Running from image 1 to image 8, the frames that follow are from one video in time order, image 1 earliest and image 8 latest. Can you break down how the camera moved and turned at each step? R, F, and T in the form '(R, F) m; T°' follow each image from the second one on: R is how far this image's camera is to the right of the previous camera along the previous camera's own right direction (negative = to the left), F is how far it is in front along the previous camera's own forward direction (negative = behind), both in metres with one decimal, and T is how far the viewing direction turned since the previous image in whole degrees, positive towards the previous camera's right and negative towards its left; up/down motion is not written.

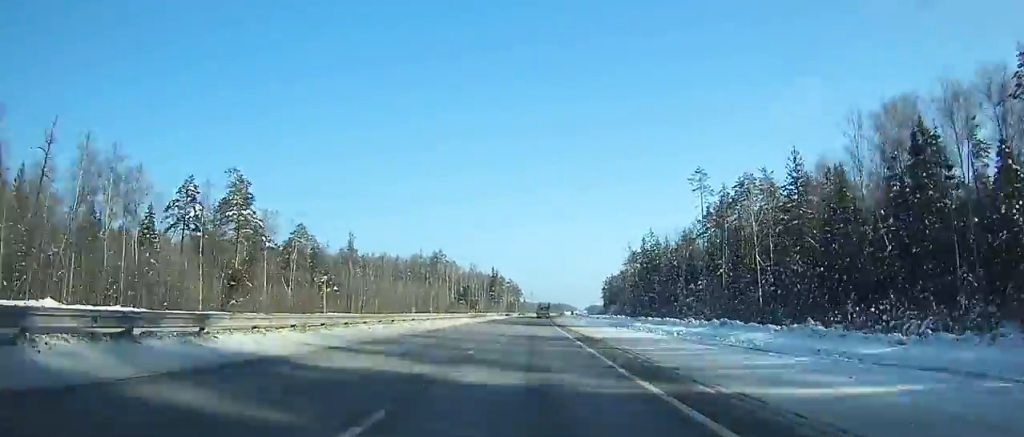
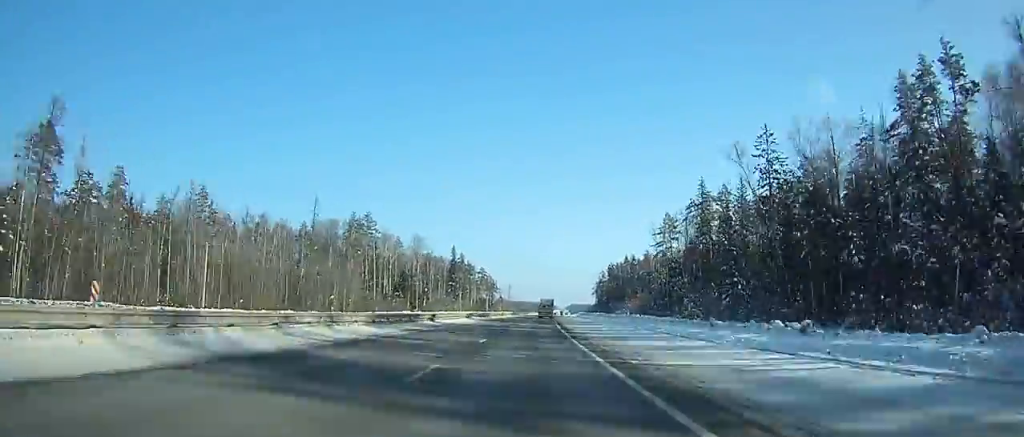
(+1.3, +103.0) m; +2°
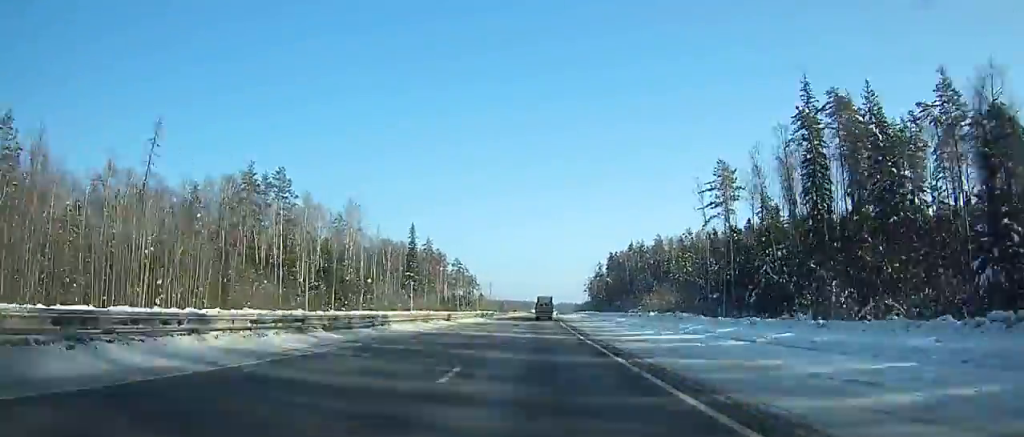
(+0.6, +60.3) m; +1°
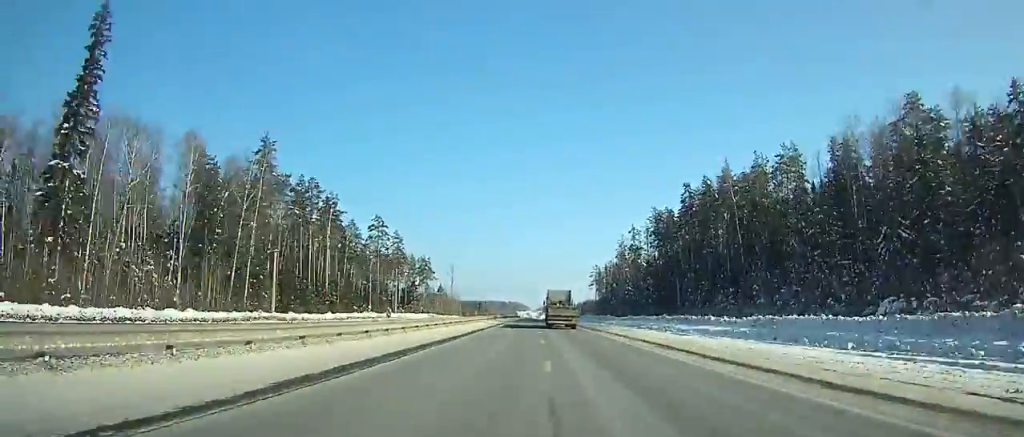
(+2.8, +141.5) m; +2°
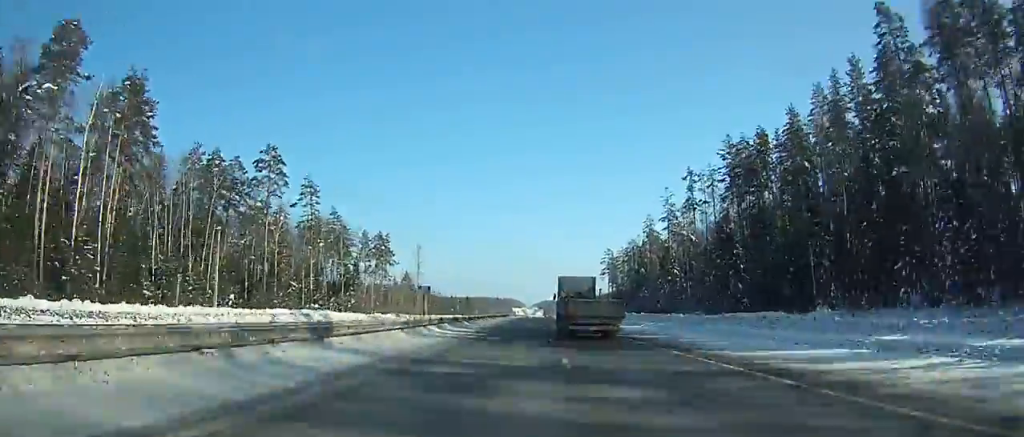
(+0.3, +72.8) m; 0°
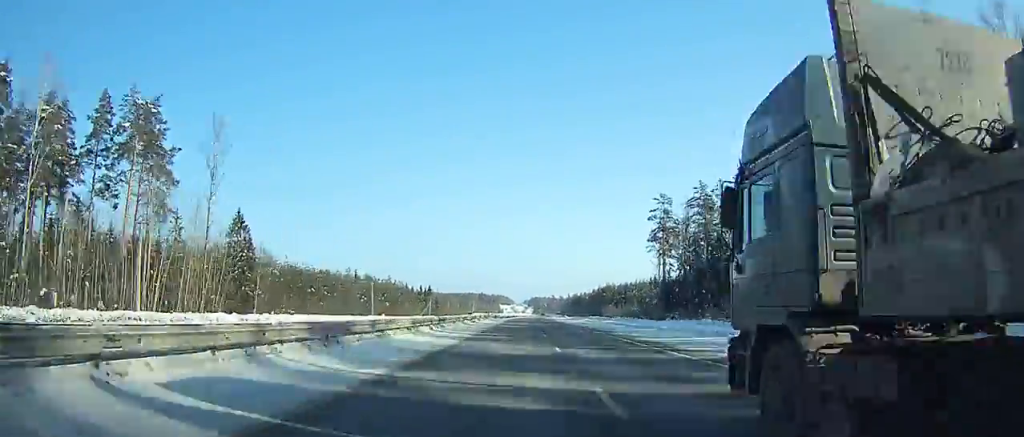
(+1.0, +125.1) m; +1°
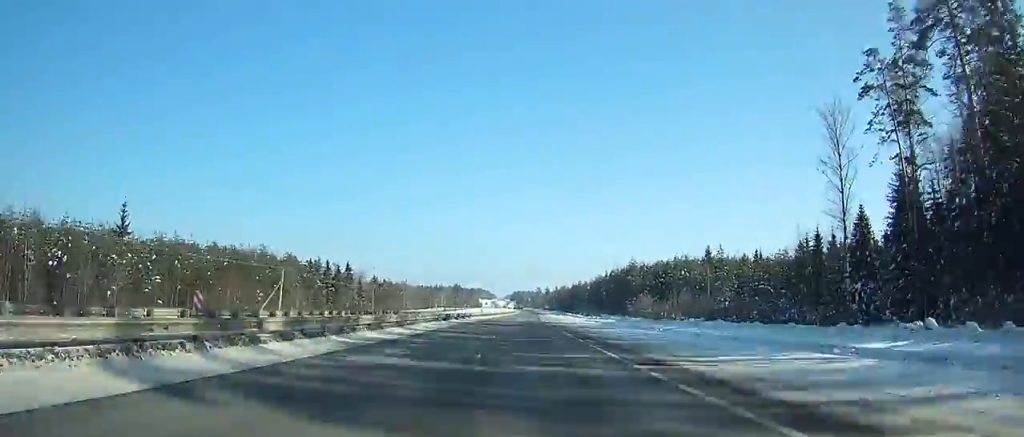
(+1.3, +113.1) m; +1°
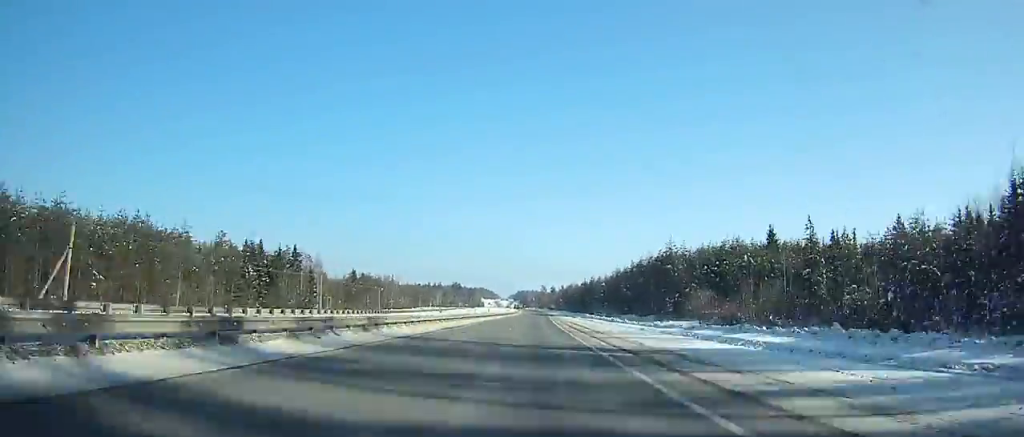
(+0.3, +46.1) m; 0°
